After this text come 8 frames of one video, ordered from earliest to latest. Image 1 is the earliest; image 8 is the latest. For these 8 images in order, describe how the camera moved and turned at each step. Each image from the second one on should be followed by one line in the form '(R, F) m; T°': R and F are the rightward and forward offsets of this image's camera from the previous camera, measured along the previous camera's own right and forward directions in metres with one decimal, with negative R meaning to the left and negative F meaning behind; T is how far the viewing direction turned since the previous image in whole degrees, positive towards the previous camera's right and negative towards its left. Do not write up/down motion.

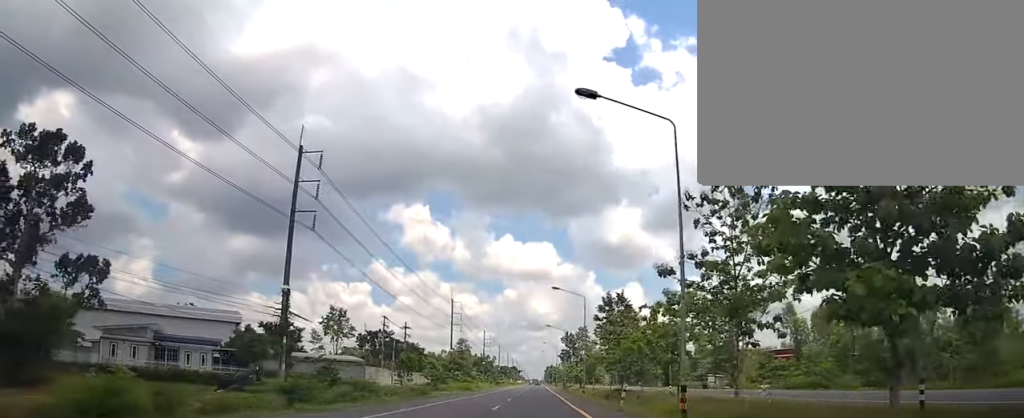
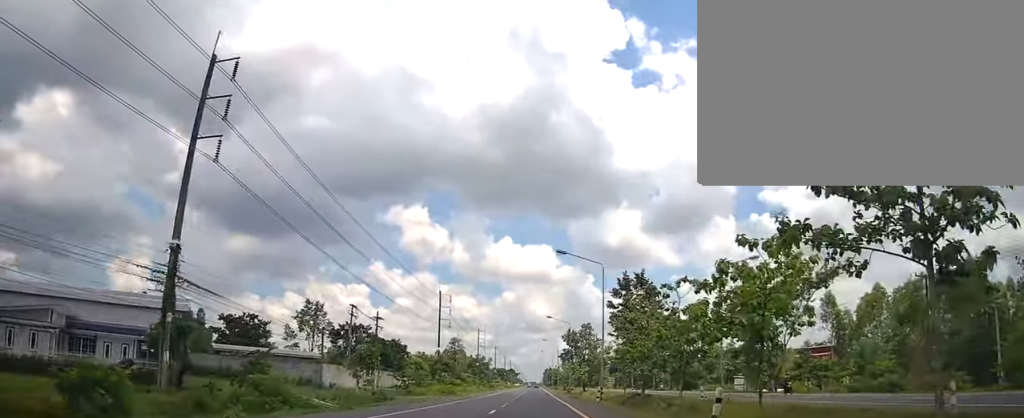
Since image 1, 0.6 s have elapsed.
(-0.2, +15.2) m; 0°
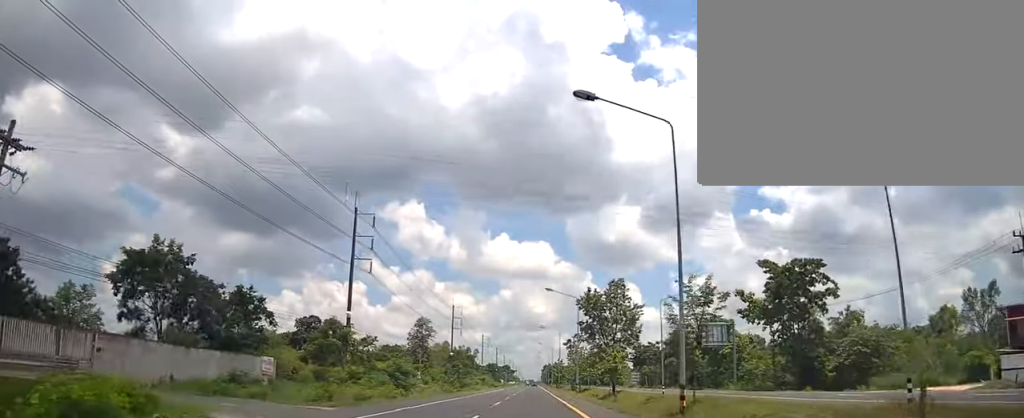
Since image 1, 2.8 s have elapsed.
(+0.4, +54.7) m; 0°
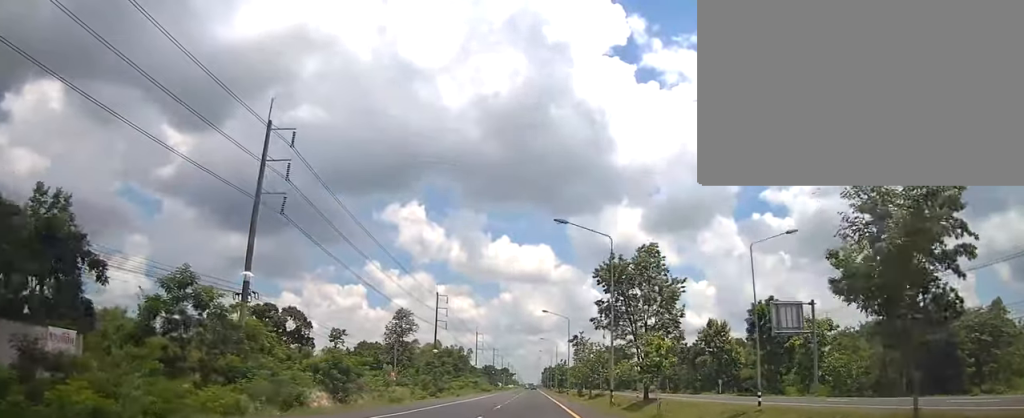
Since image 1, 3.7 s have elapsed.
(-0.1, +22.7) m; +1°
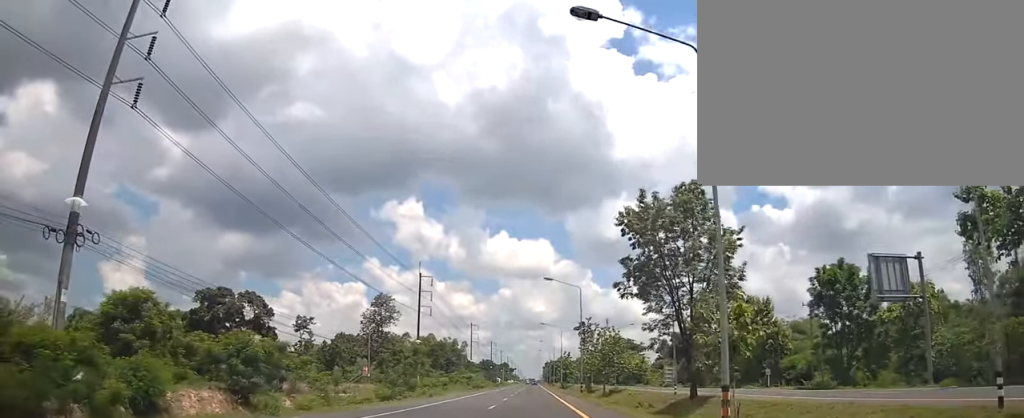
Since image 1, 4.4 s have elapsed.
(+0.3, +17.0) m; 0°
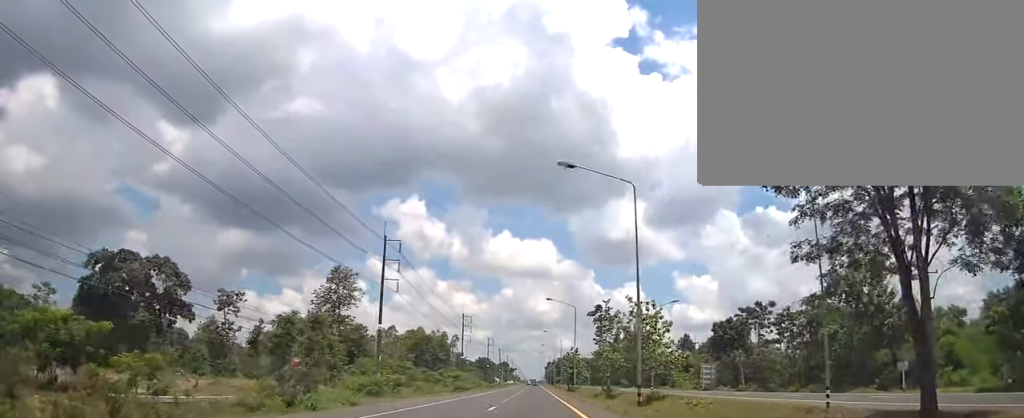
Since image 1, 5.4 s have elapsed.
(-0.2, +25.6) m; 0°
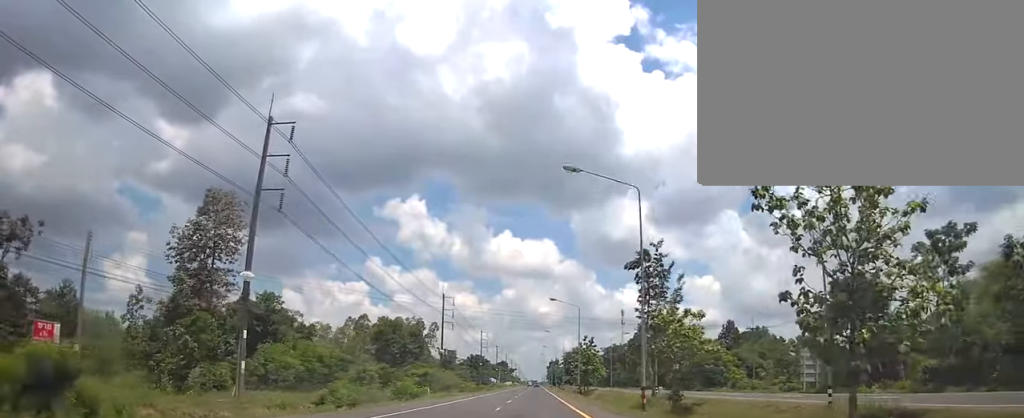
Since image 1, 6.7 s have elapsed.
(+0.4, +35.2) m; 0°
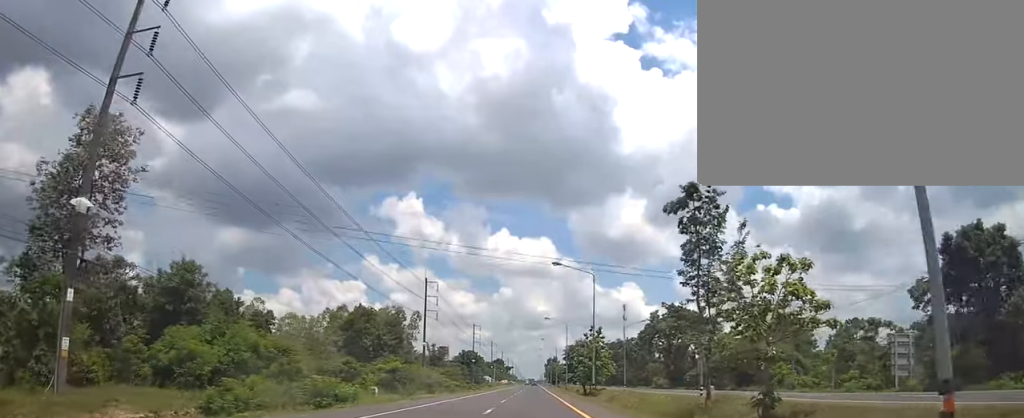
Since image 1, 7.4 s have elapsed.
(-0.2, +16.3) m; 0°
